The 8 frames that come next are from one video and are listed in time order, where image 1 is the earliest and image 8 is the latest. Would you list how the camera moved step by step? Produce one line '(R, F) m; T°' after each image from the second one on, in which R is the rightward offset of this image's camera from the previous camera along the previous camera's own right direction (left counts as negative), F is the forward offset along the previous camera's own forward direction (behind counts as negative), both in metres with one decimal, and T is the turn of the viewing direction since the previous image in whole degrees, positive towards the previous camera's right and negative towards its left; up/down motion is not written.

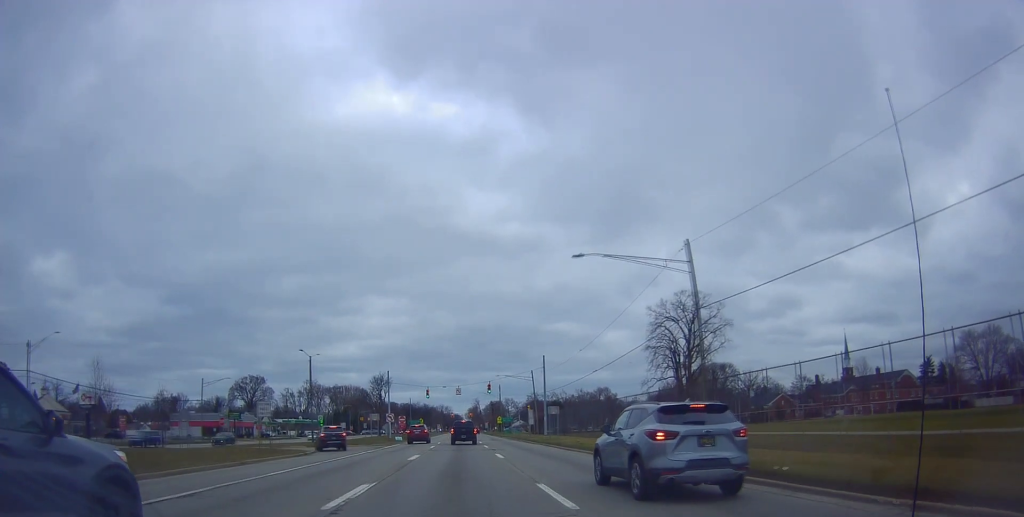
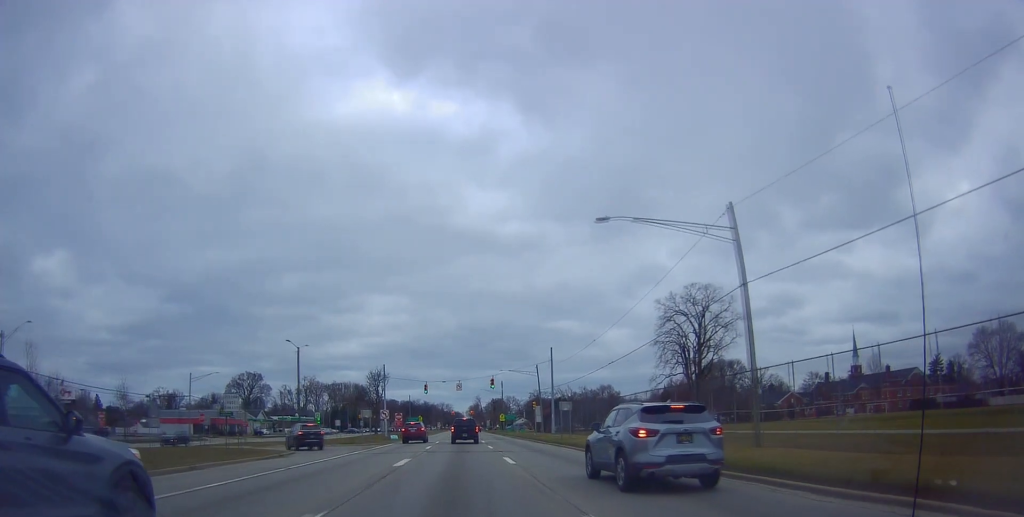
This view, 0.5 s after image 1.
(+0.1, +6.4) m; +1°
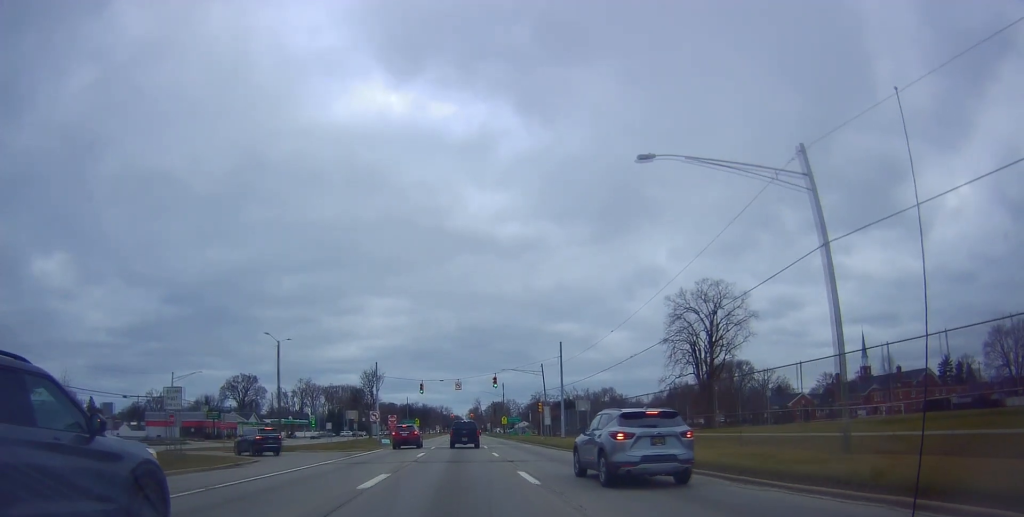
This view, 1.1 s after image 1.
(0.0, +7.8) m; 0°
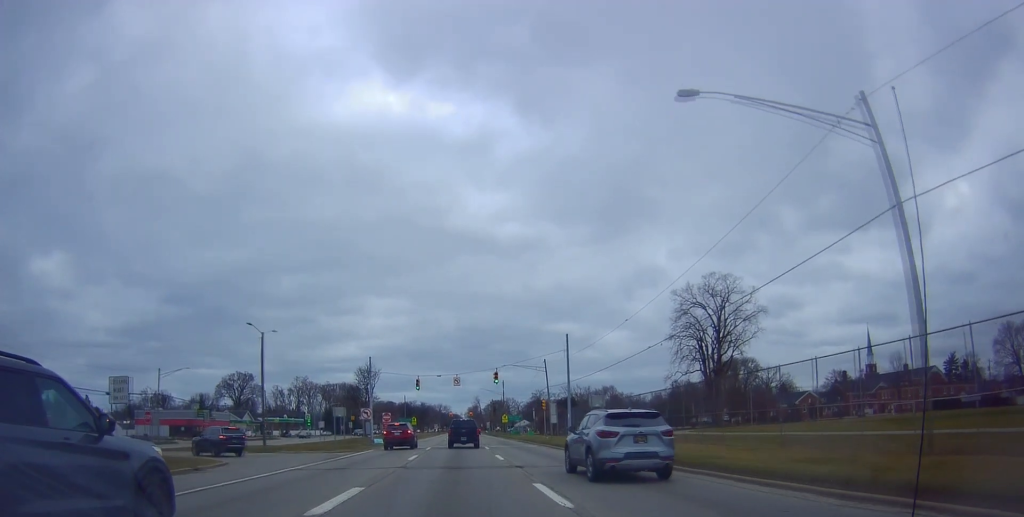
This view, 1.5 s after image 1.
(0.0, +5.2) m; 0°
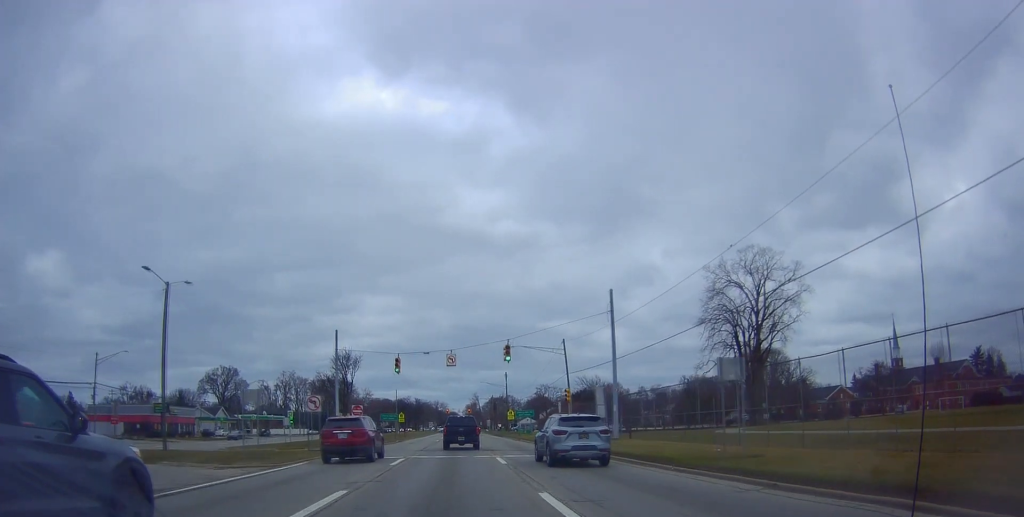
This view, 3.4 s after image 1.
(0.0, +19.4) m; 0°
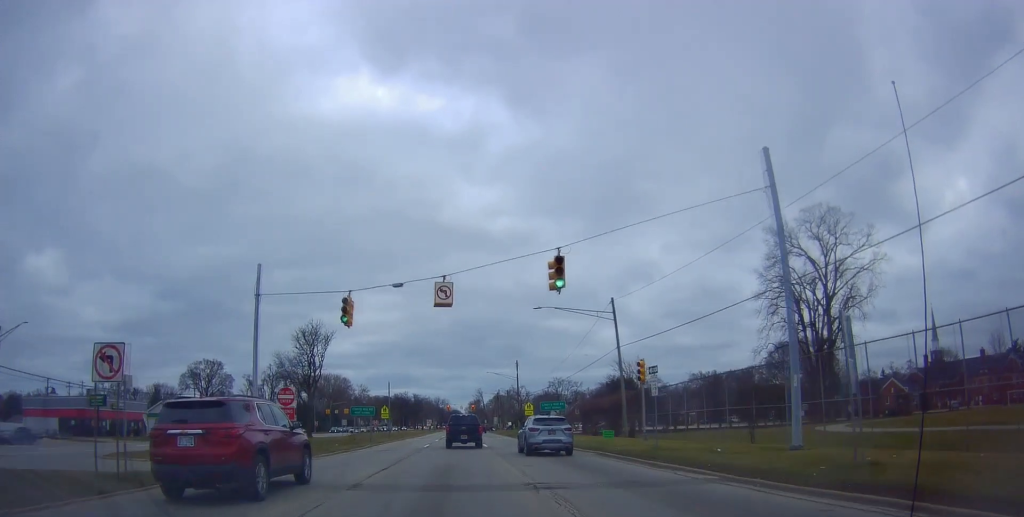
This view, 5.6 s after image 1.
(-0.2, +20.3) m; -2°
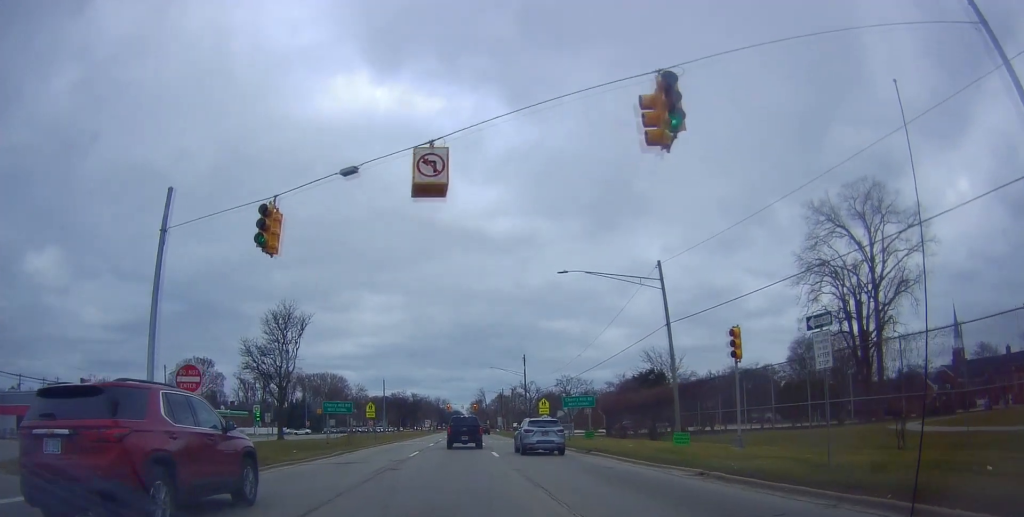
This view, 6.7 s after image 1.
(-0.2, +10.3) m; +1°
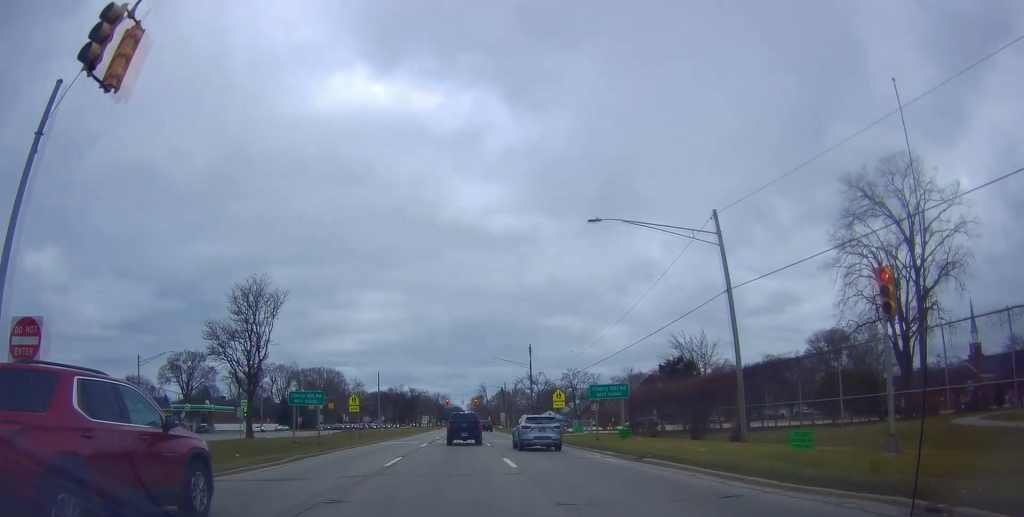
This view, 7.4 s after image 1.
(+0.2, +7.8) m; +2°
